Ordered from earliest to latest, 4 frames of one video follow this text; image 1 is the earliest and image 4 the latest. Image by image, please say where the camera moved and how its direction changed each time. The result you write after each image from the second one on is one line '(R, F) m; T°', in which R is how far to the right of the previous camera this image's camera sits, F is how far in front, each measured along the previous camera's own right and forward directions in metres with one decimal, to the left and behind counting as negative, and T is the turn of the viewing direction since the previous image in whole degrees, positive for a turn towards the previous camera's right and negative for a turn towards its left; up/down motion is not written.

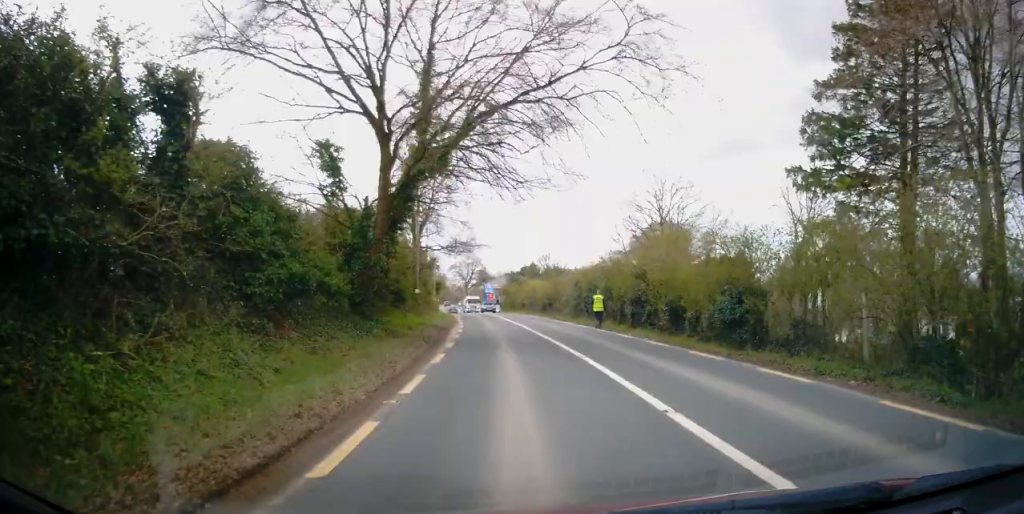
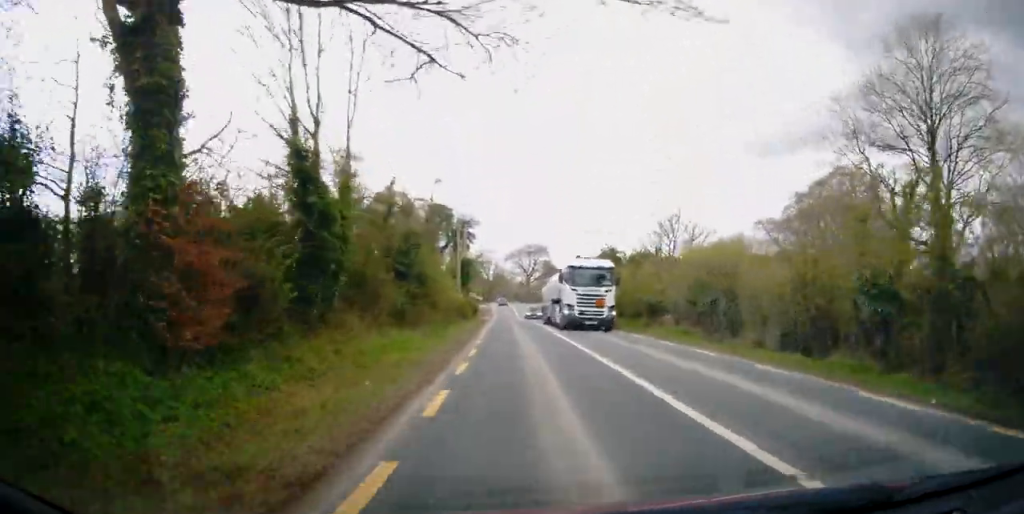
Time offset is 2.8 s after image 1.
(-3.4, +41.5) m; +2°
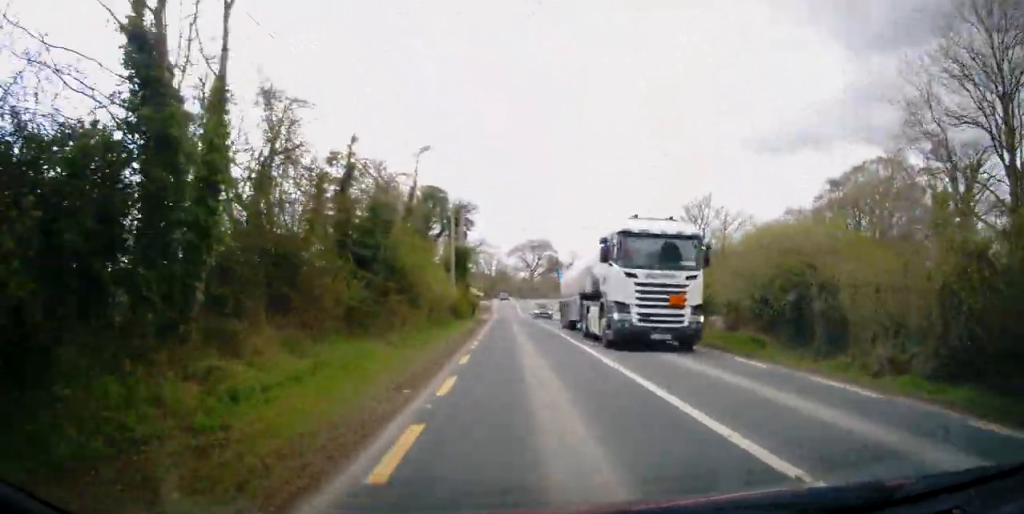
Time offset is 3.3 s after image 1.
(+0.6, +6.1) m; -2°
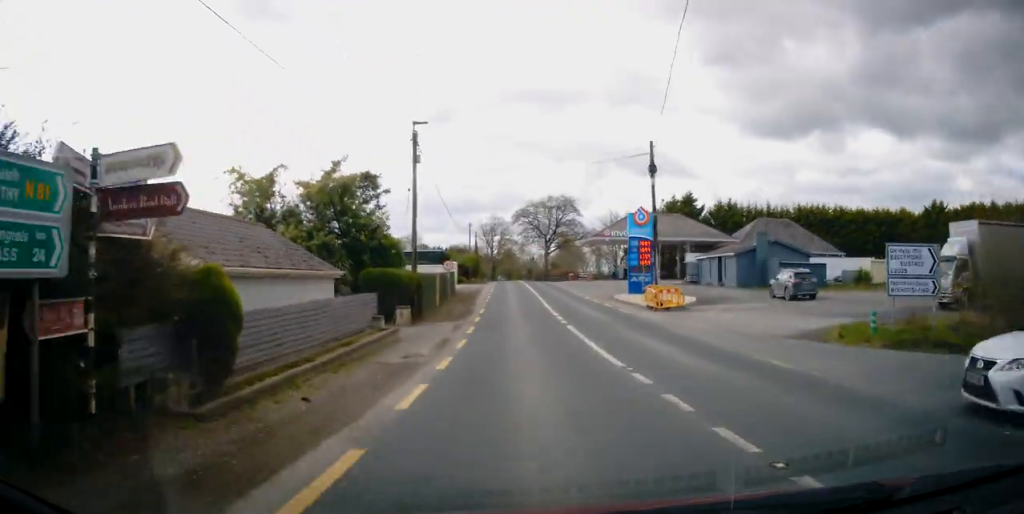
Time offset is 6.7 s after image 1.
(-9.3, +53.1) m; -9°
